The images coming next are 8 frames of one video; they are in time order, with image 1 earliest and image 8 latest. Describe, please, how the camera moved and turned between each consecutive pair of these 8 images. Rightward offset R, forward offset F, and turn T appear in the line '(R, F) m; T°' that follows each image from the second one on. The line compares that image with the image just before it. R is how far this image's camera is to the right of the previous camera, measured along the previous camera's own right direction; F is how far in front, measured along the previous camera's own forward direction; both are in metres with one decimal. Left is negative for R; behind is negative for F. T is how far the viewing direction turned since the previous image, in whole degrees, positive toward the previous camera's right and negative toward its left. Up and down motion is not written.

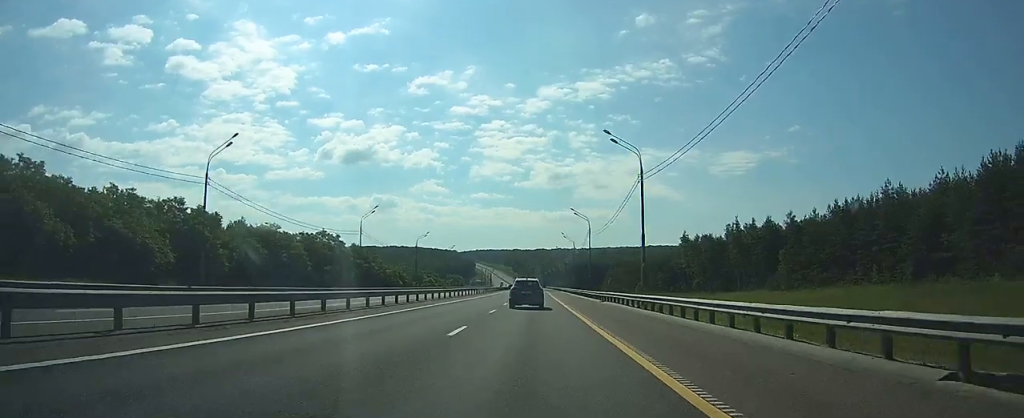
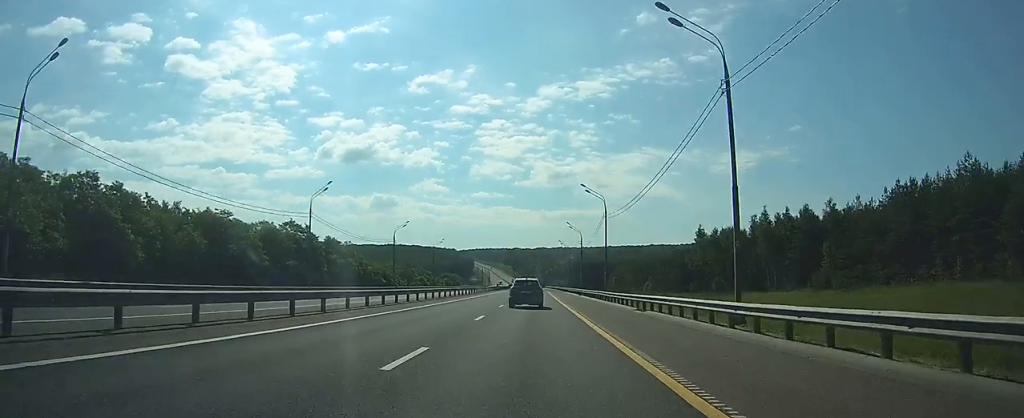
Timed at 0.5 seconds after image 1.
(0.0, +17.8) m; 0°
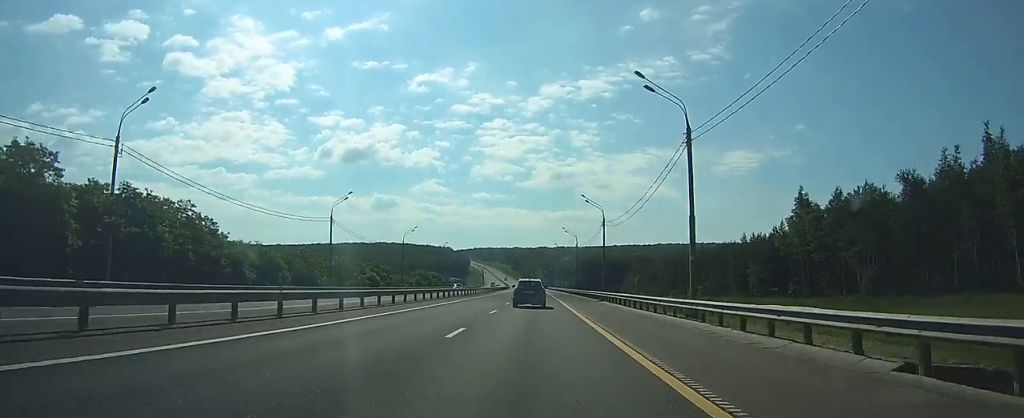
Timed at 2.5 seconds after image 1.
(-0.1, +66.9) m; 0°
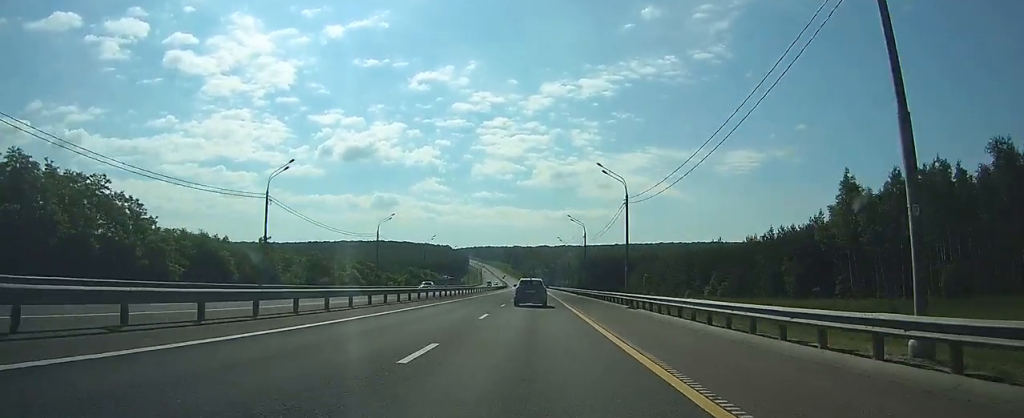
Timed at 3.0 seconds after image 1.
(0.0, +16.7) m; 0°
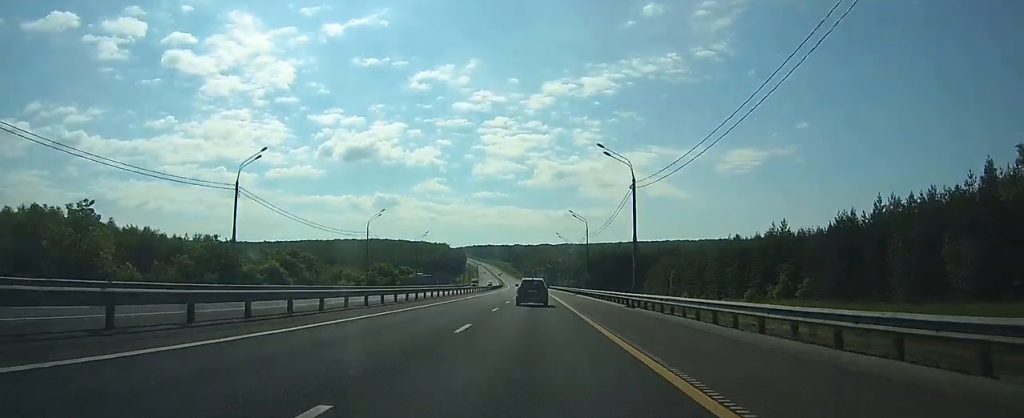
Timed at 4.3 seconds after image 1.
(-0.1, +42.2) m; 0°
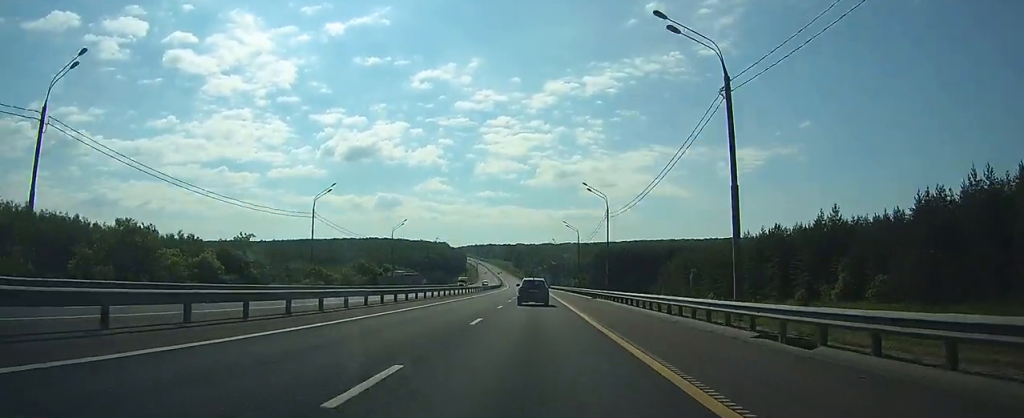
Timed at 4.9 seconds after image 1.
(0.0, +21.0) m; 0°
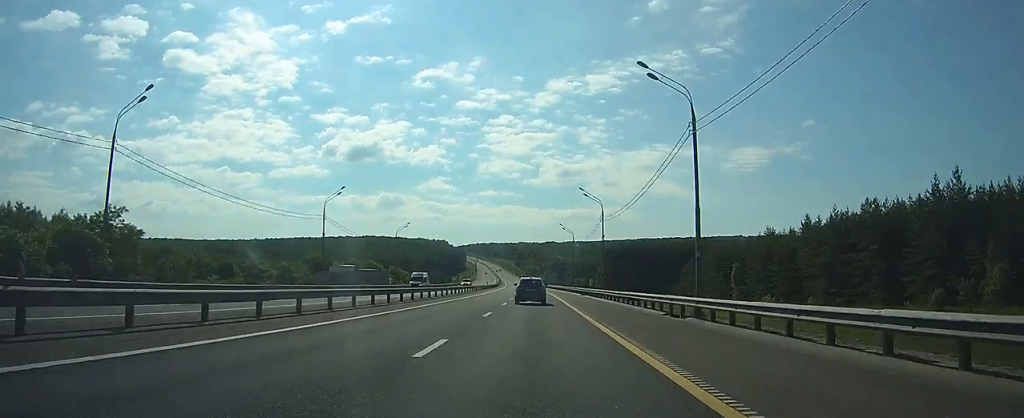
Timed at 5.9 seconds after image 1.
(0.0, +32.1) m; 0°
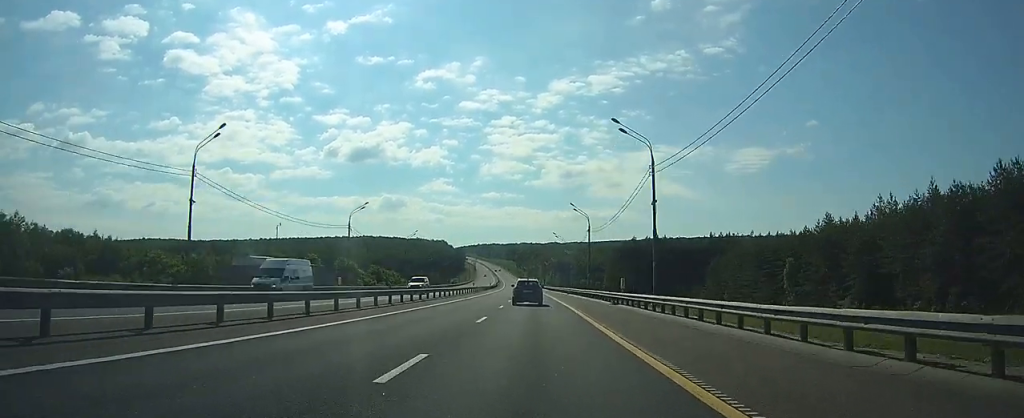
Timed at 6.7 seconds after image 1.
(0.0, +26.5) m; 0°
